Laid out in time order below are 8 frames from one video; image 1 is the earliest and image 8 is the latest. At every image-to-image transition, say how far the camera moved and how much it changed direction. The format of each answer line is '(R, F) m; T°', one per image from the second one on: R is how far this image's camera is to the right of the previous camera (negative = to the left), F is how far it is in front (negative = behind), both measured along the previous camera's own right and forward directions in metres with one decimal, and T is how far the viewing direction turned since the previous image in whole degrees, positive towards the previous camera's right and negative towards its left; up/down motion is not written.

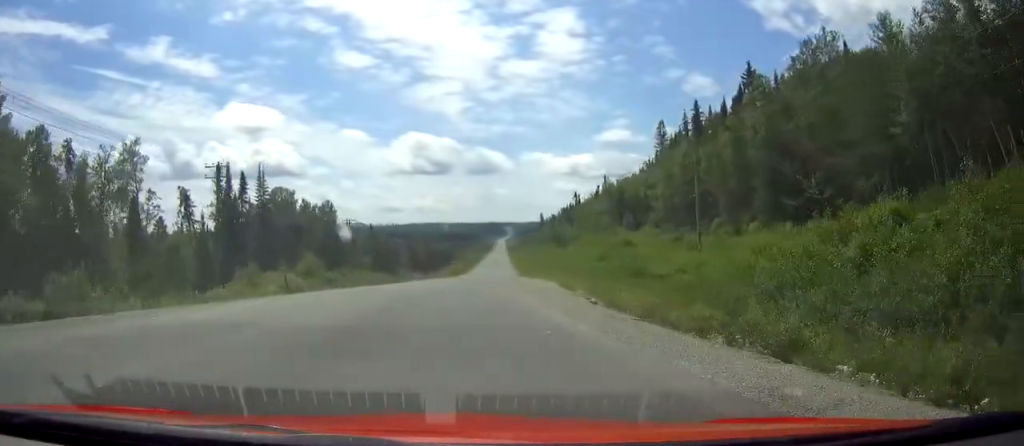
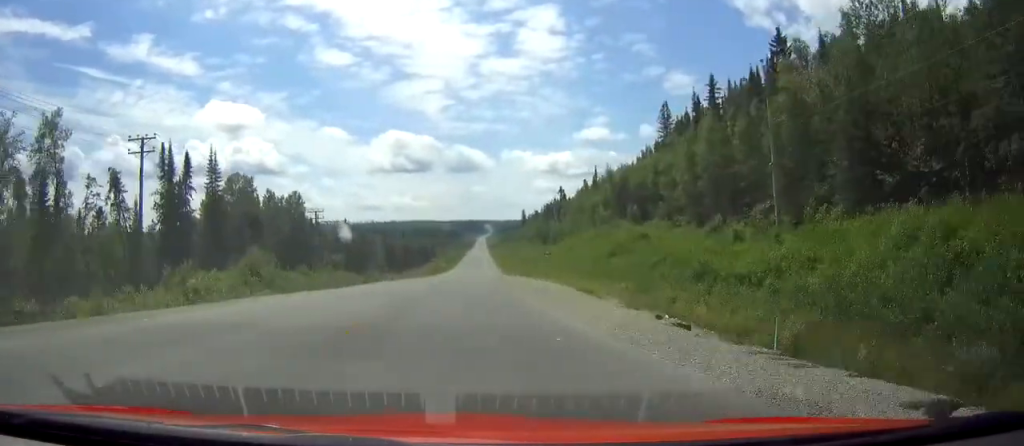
(+0.2, +12.6) m; +2°
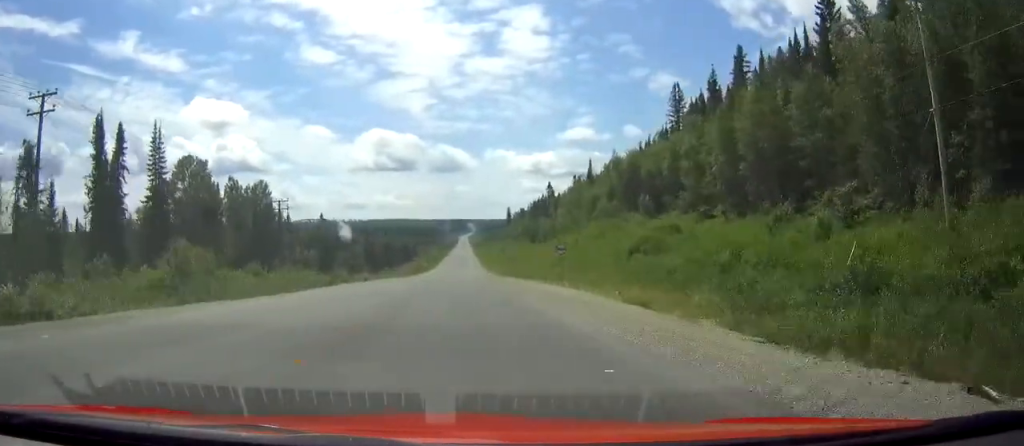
(+0.2, +12.6) m; +2°
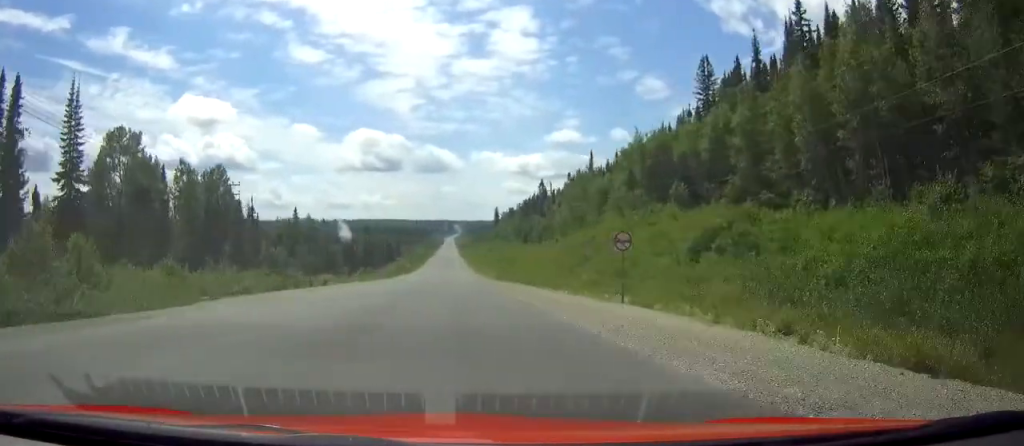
(+0.3, +15.5) m; +2°
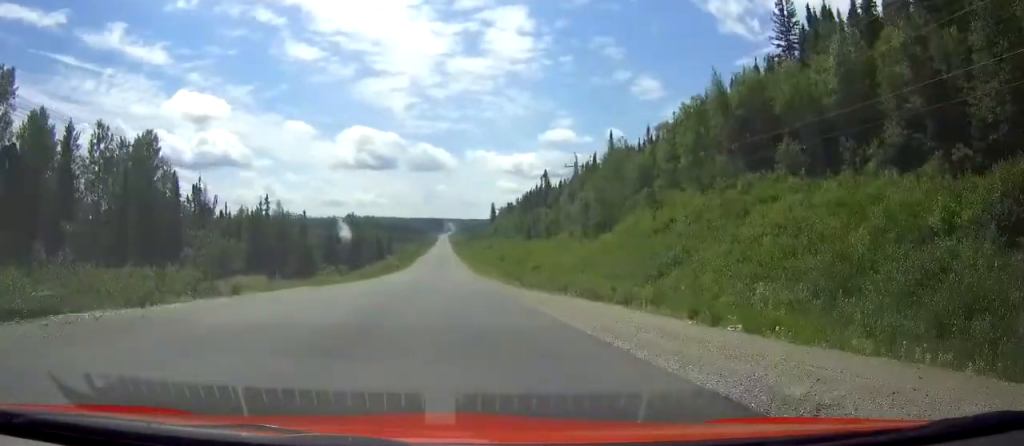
(+0.4, +22.3) m; +1°
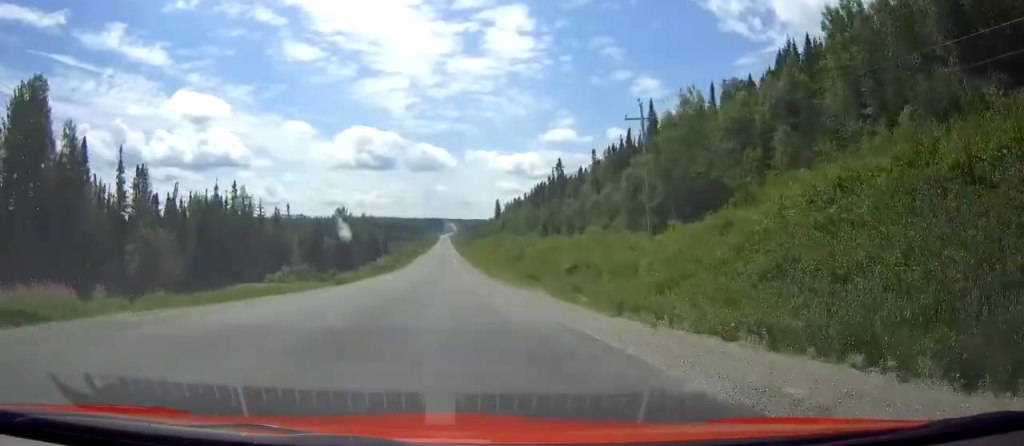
(+0.2, +24.2) m; +1°
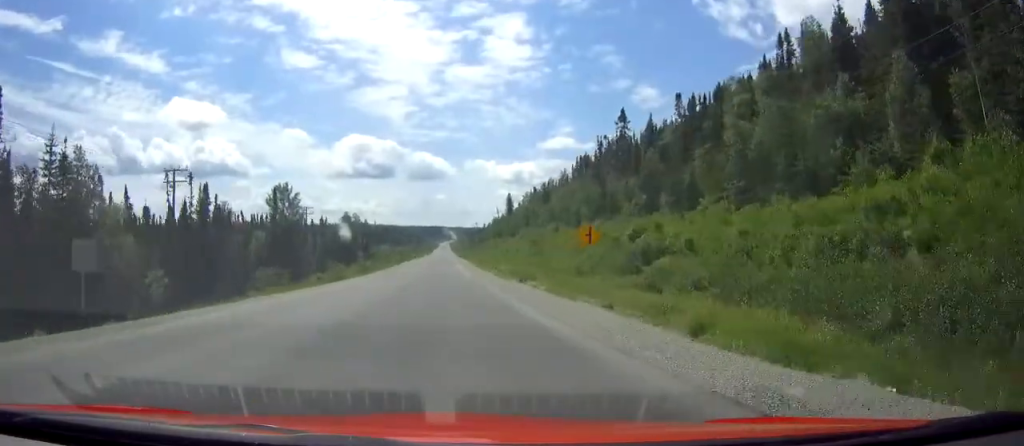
(+0.1, +72.7) m; 0°
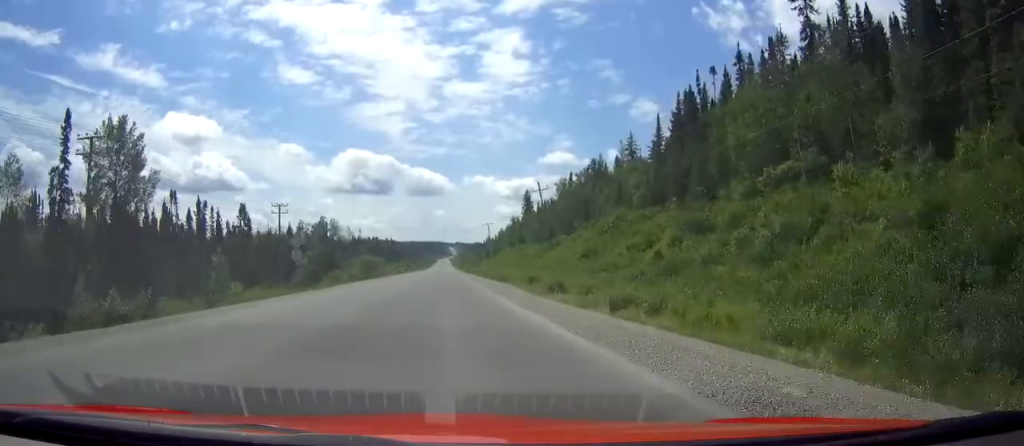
(-0.1, +69.6) m; 0°
